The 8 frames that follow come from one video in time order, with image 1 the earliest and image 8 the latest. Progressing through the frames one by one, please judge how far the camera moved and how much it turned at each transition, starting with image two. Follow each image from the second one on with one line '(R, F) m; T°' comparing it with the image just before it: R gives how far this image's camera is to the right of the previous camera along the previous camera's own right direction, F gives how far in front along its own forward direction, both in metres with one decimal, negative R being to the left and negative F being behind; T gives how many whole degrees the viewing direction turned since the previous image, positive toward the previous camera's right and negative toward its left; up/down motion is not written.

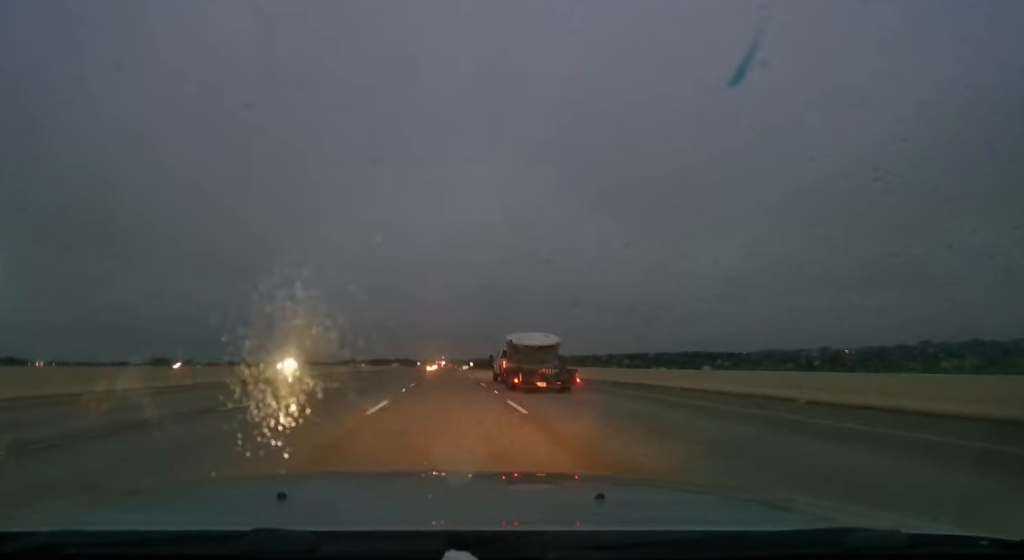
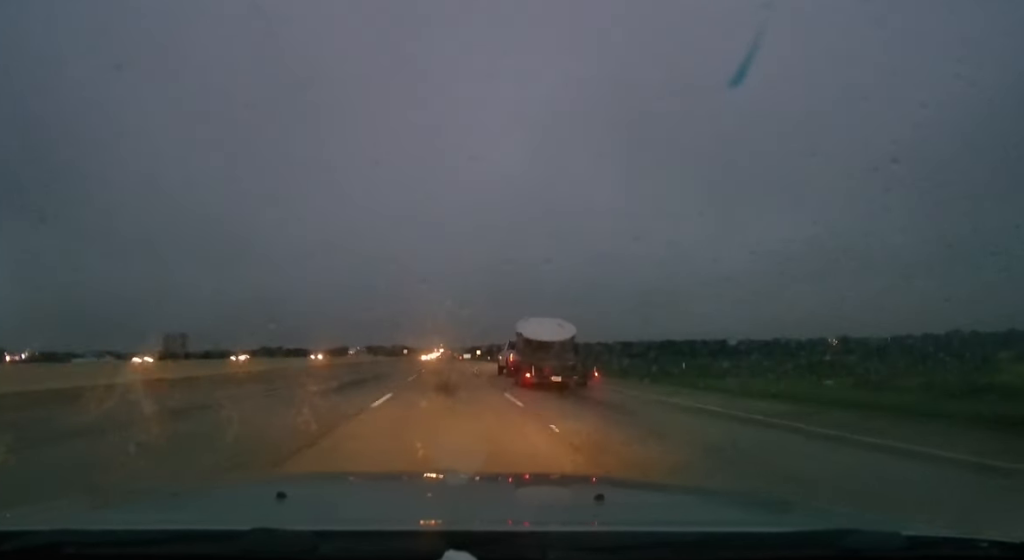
(0.0, +59.5) m; 0°
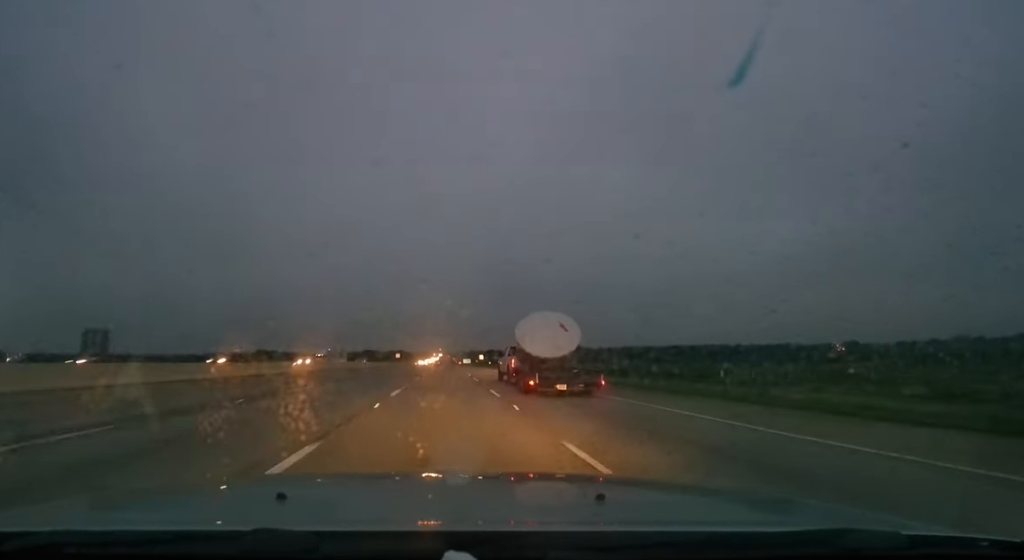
(0.0, +19.9) m; 0°
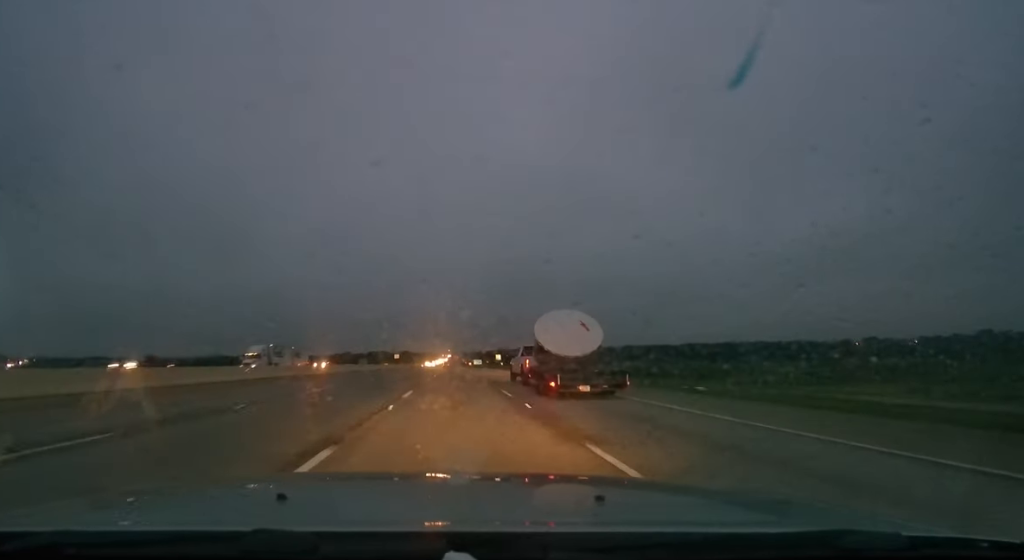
(0.0, +25.1) m; 0°
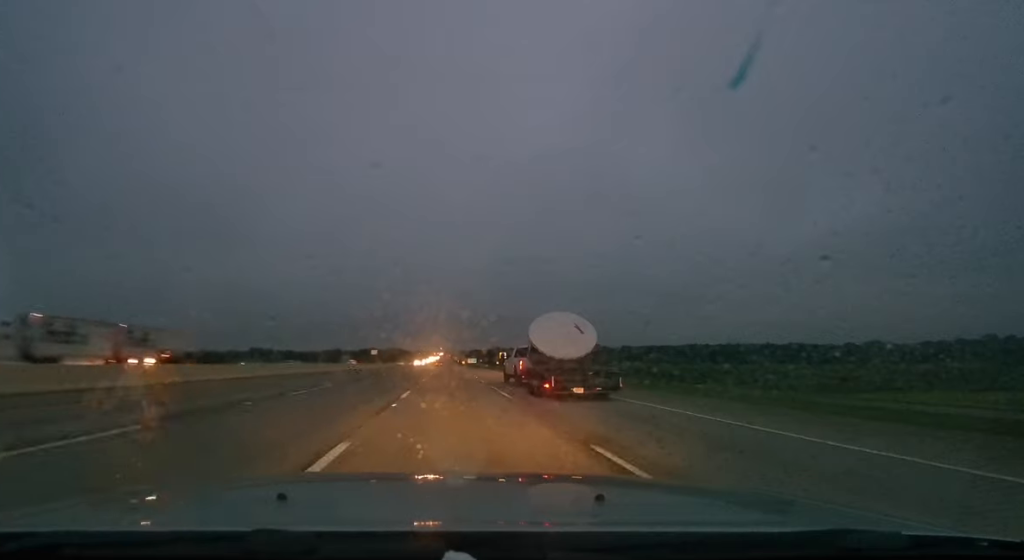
(0.0, +25.9) m; 0°
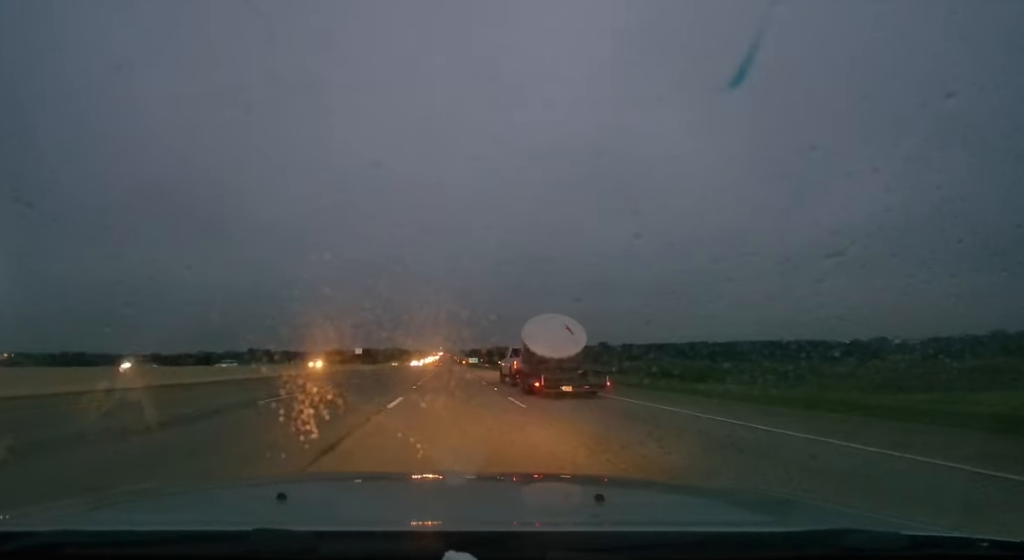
(0.0, +17.2) m; 0°
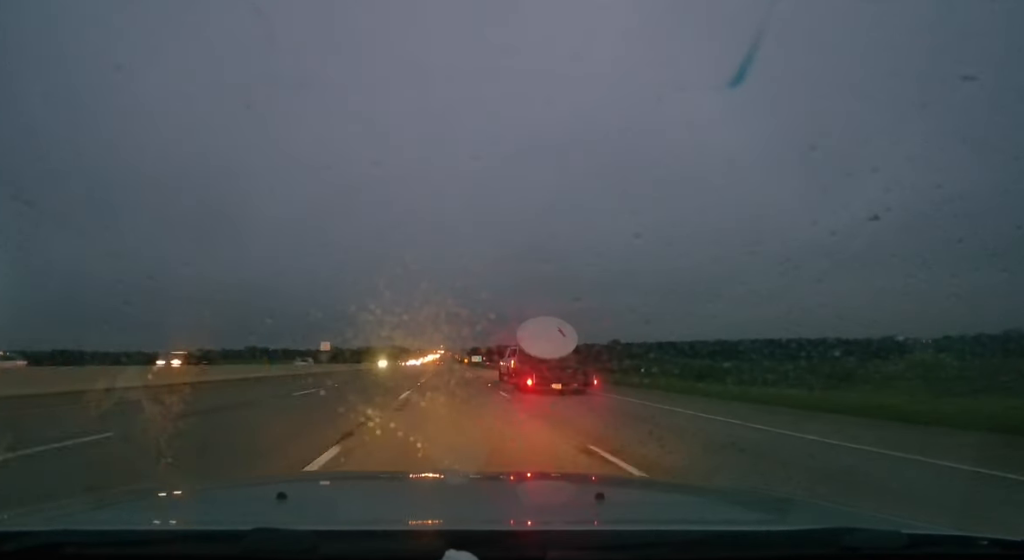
(+0.1, +24.2) m; 0°
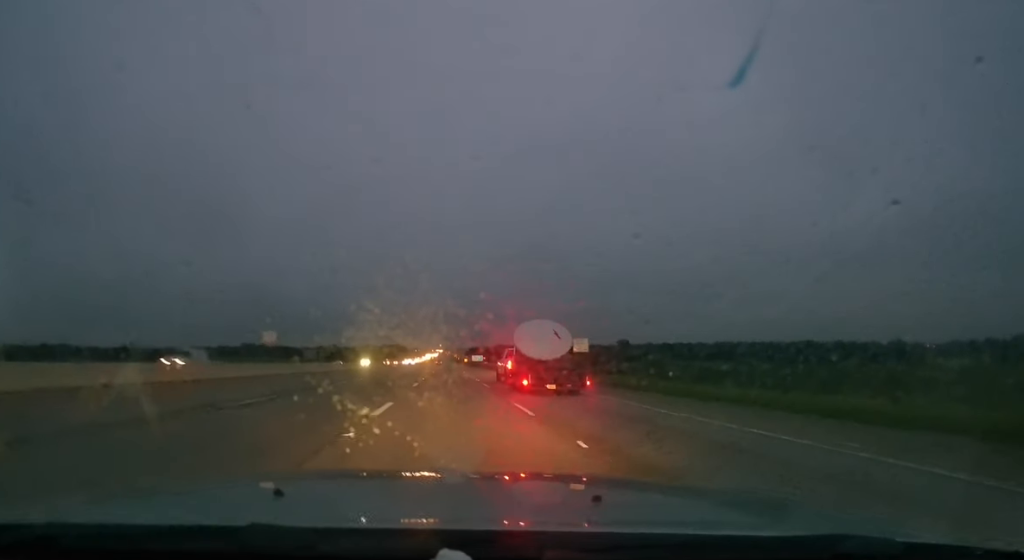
(0.0, +16.6) m; 0°
